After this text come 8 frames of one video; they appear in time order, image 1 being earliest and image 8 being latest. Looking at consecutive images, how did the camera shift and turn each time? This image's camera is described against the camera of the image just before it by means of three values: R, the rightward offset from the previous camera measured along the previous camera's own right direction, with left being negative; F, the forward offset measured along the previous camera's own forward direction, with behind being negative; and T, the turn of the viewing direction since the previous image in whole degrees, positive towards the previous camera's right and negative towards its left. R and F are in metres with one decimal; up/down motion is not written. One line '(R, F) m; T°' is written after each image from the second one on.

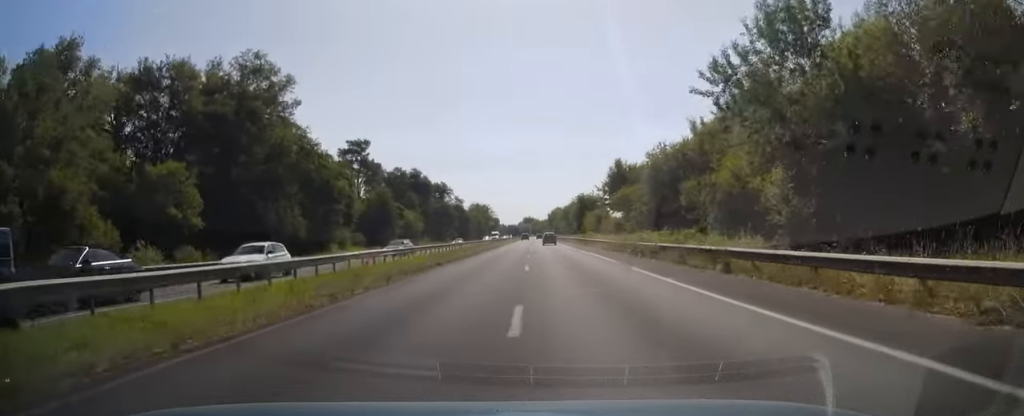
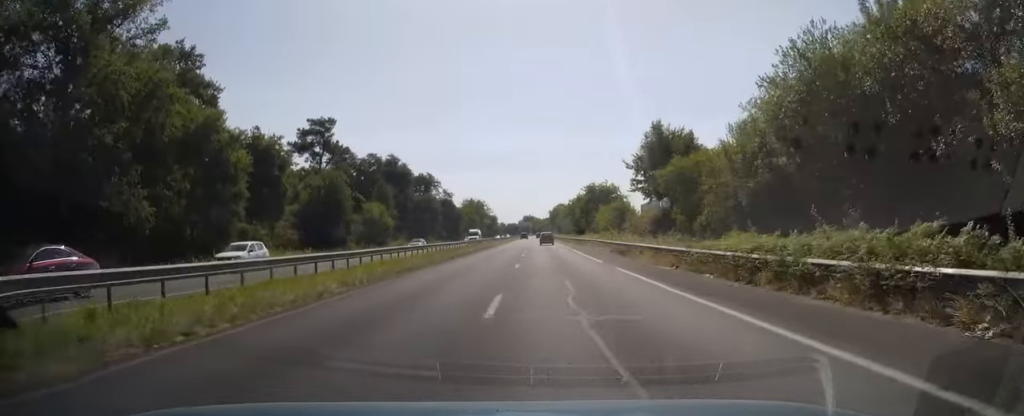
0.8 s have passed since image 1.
(0.0, +24.9) m; 0°
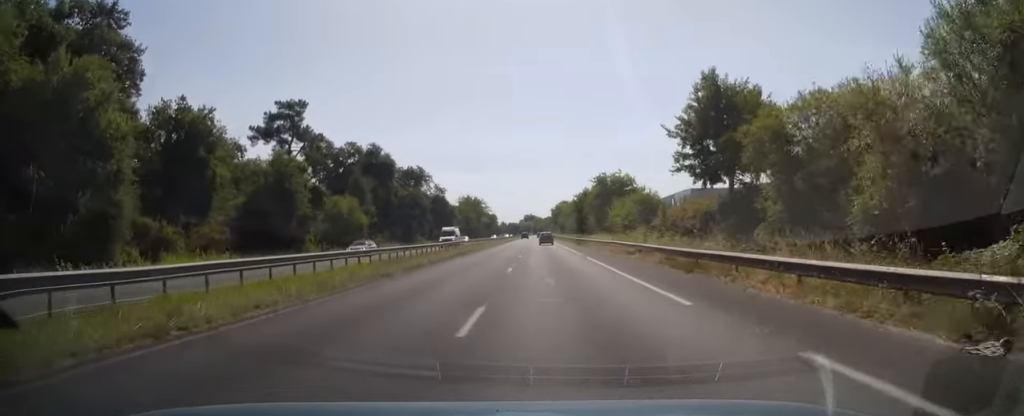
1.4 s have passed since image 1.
(0.0, +15.6) m; 0°
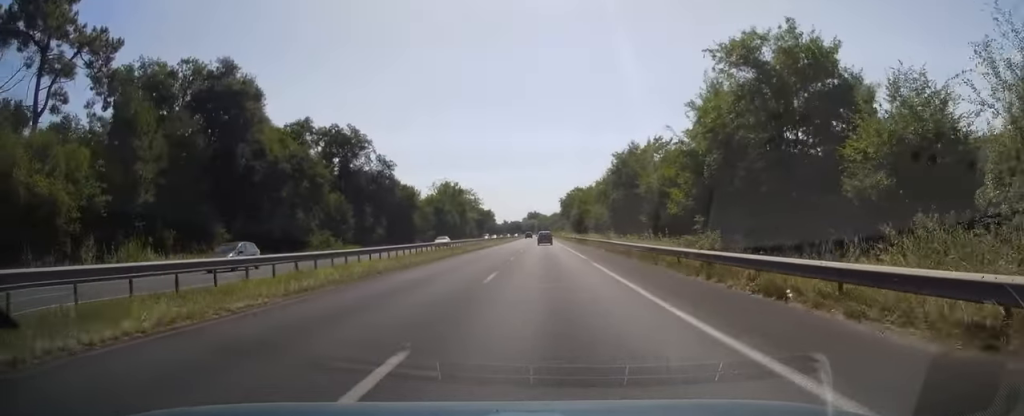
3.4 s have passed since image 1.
(-0.1, +58.7) m; 0°
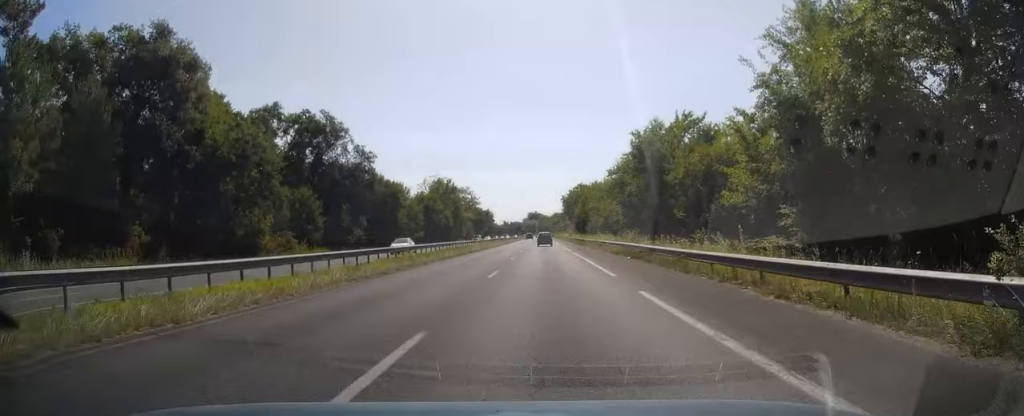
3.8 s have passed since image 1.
(0.0, +12.2) m; 0°
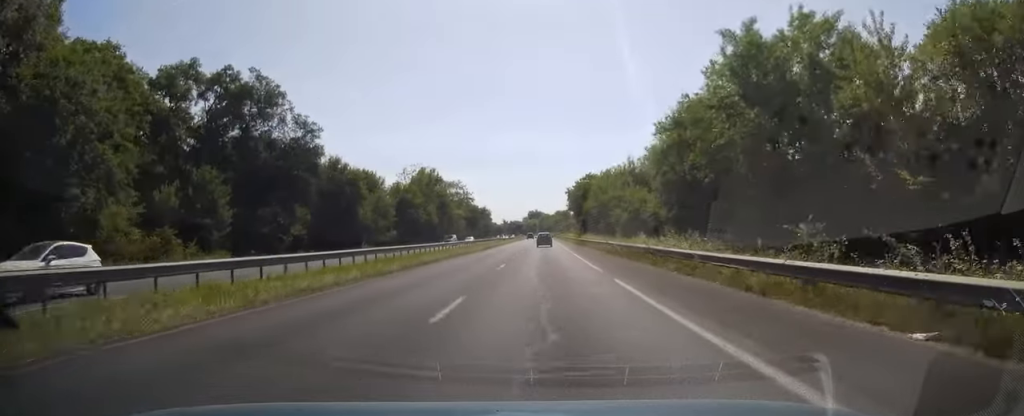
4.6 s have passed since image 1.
(0.0, +22.5) m; -1°
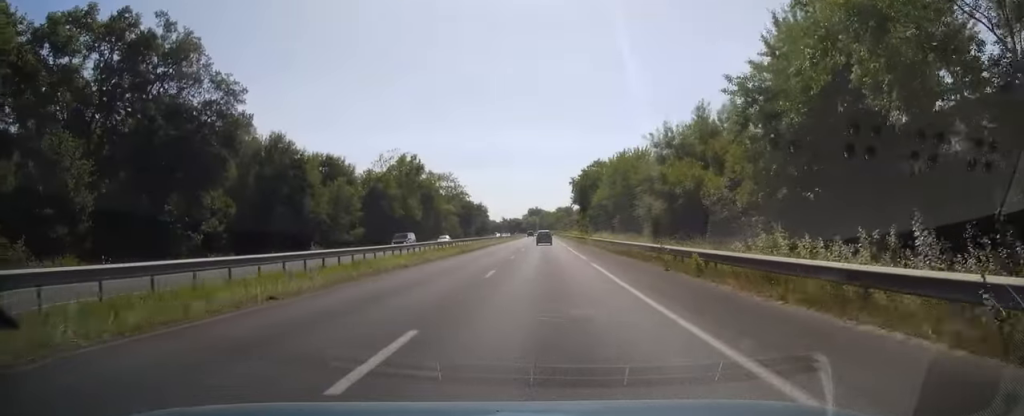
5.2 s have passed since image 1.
(-0.1, +18.1) m; 0°
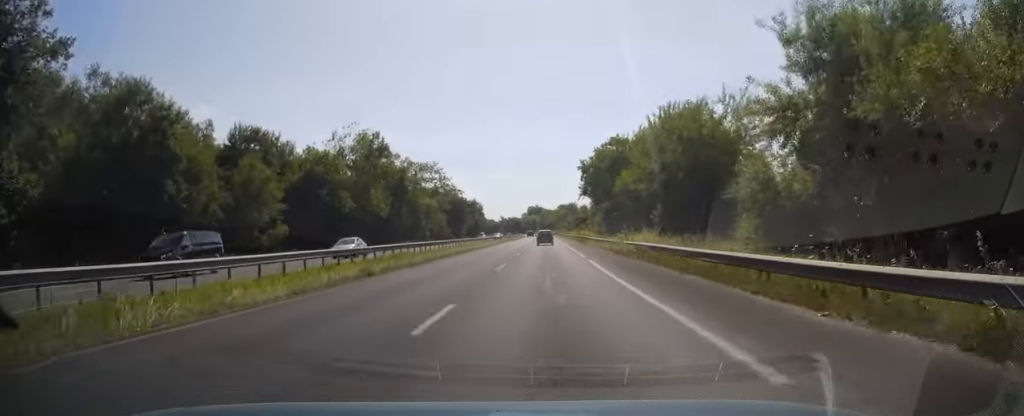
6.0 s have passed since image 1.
(-0.3, +24.0) m; 0°
